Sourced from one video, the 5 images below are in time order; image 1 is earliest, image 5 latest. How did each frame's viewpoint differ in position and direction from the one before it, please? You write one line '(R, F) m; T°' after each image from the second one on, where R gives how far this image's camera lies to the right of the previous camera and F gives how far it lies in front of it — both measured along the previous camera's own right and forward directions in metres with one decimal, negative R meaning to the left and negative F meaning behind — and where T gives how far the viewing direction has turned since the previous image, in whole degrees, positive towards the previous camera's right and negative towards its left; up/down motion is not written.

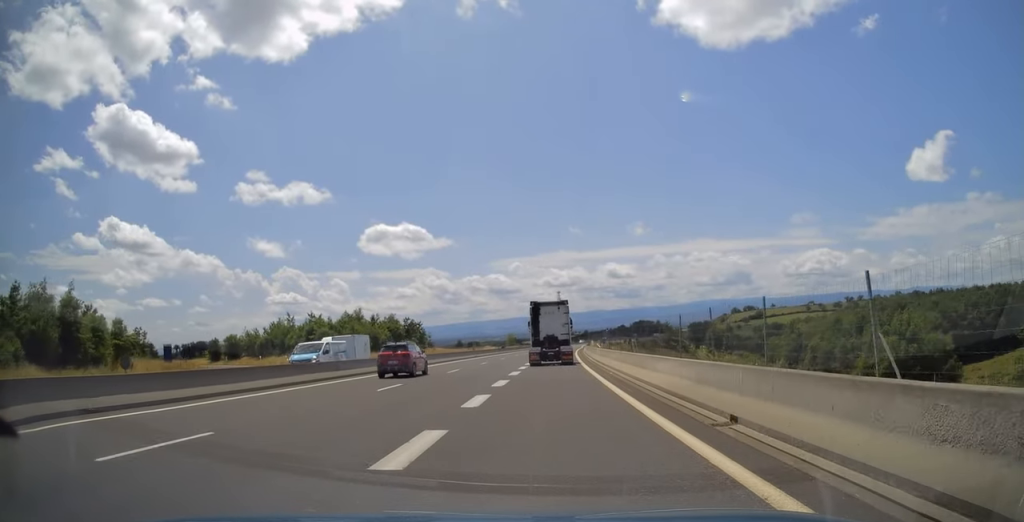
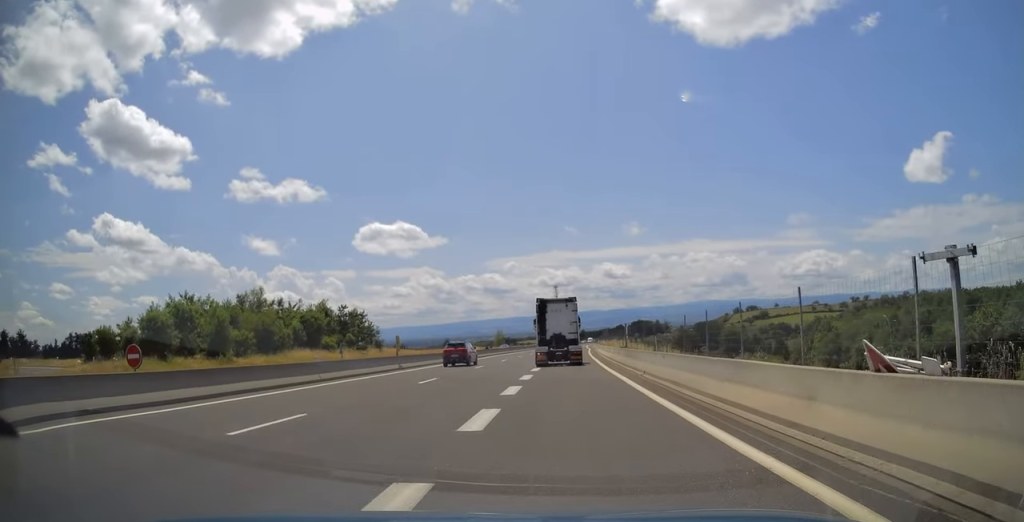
(+0.2, +35.6) m; 0°
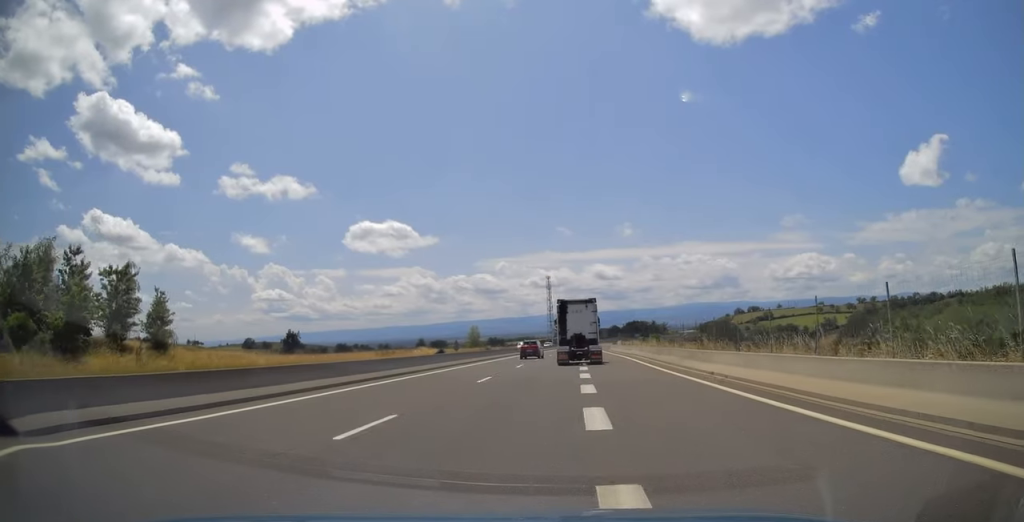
(+0.8, +51.7) m; +1°
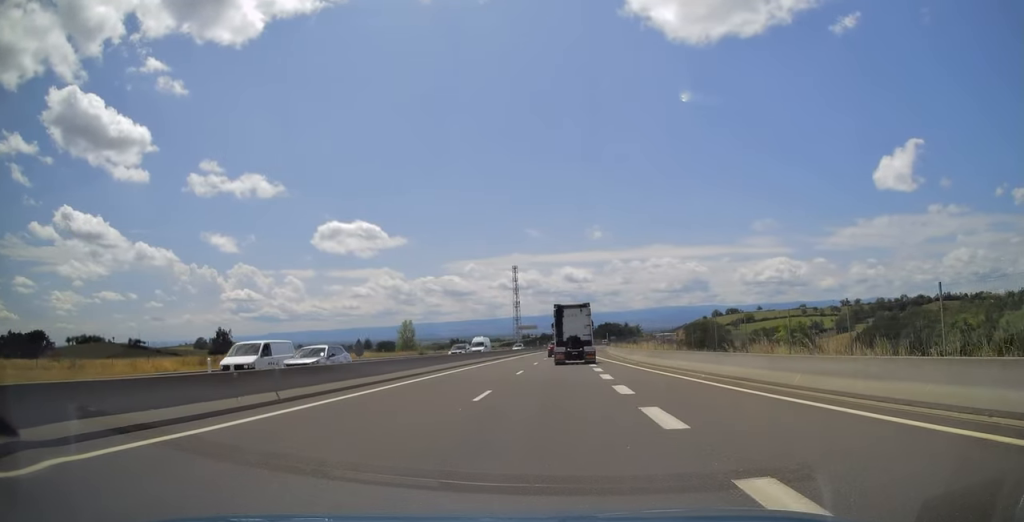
(+0.6, +44.9) m; +2°
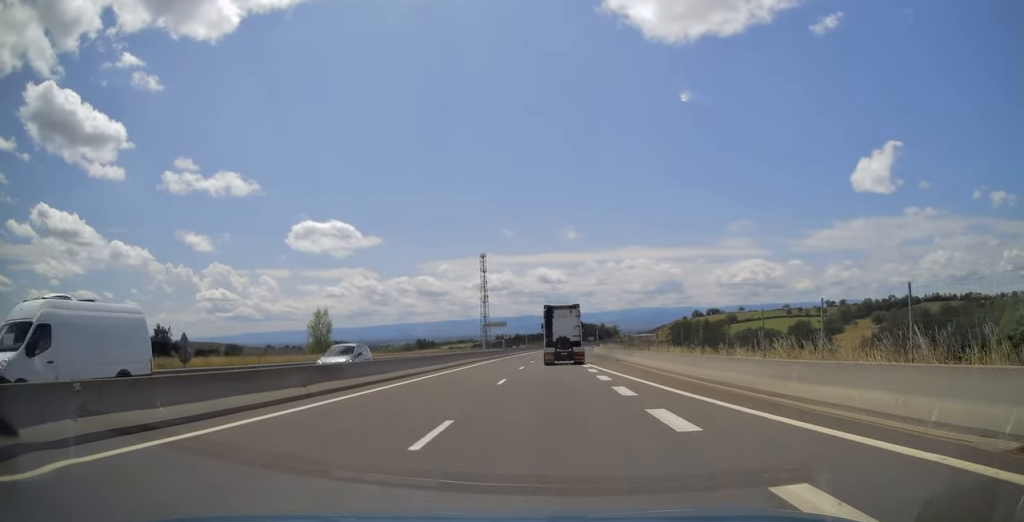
(+0.7, +31.8) m; +2°
